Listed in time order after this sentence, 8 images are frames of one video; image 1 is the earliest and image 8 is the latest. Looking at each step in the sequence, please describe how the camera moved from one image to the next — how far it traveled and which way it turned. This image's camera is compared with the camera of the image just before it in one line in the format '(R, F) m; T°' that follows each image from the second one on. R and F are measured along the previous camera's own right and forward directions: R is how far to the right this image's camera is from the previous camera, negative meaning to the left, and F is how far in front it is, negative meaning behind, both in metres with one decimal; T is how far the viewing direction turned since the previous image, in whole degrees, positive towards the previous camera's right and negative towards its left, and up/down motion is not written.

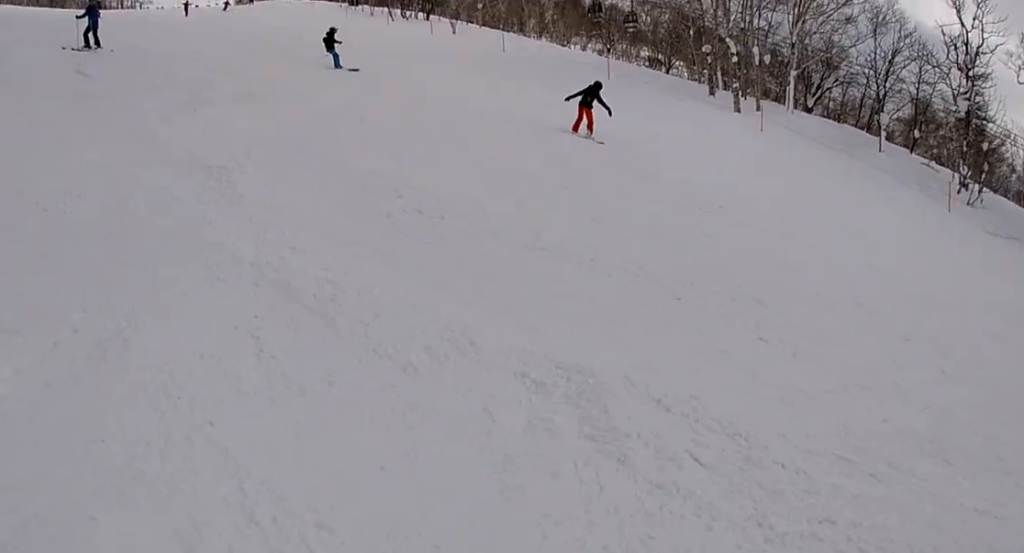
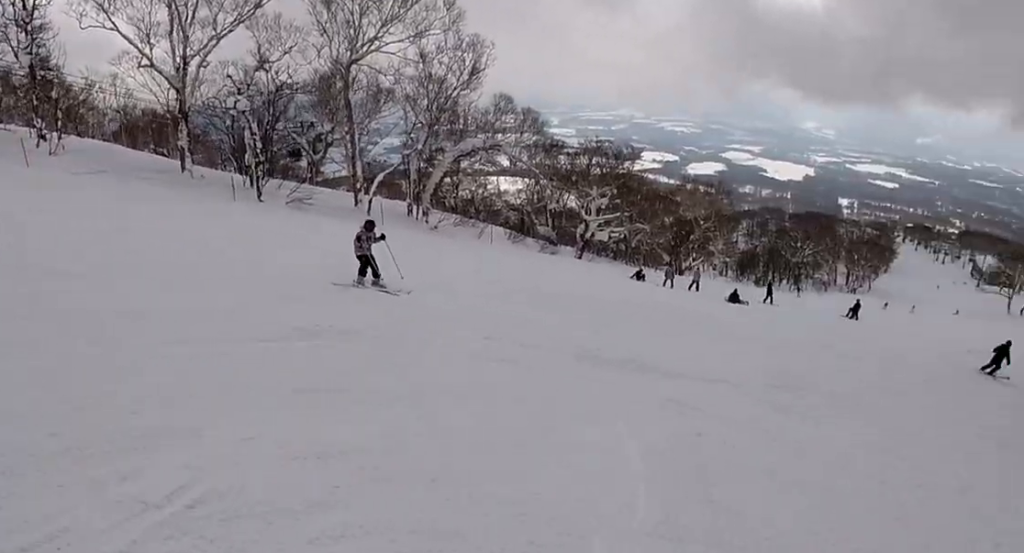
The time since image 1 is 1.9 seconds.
(+0.4, +4.1) m; +27°
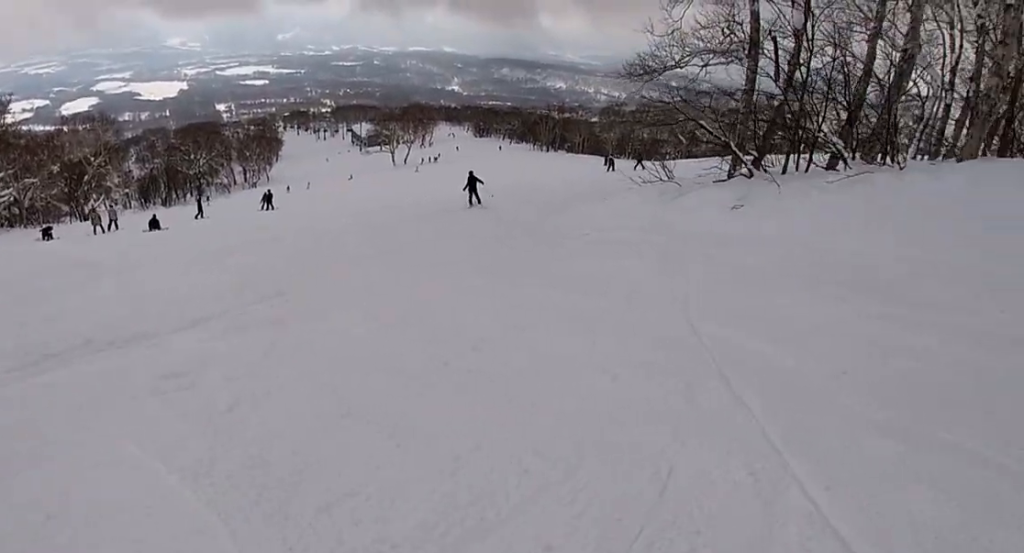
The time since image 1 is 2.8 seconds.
(+0.5, +2.4) m; +31°
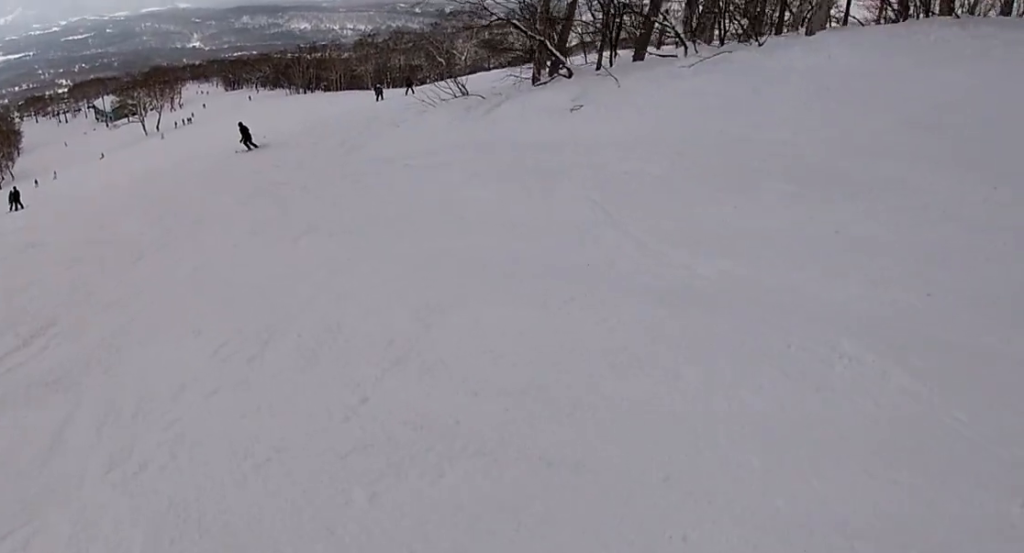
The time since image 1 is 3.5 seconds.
(+0.6, +2.2) m; +7°
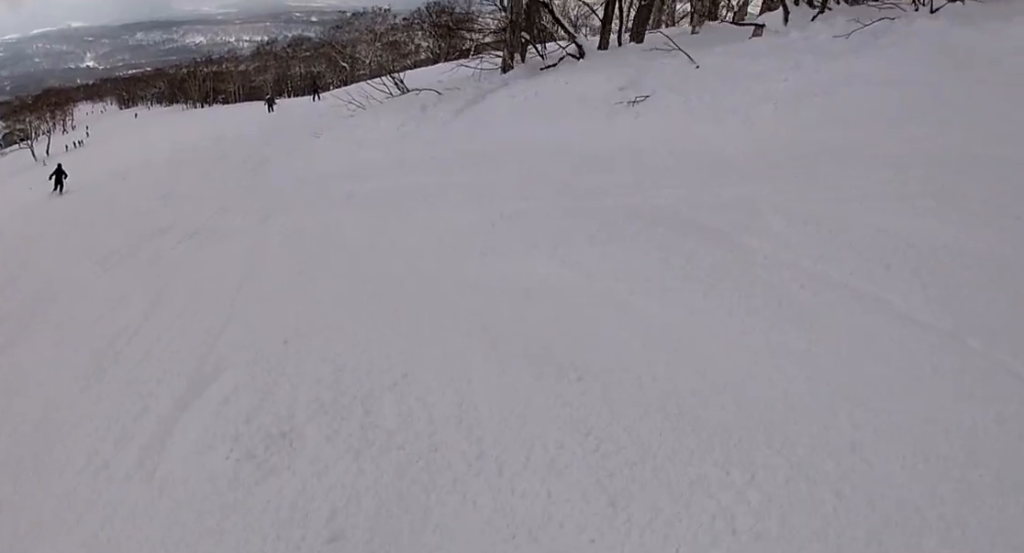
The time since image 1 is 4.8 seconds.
(-0.6, +4.8) m; -15°
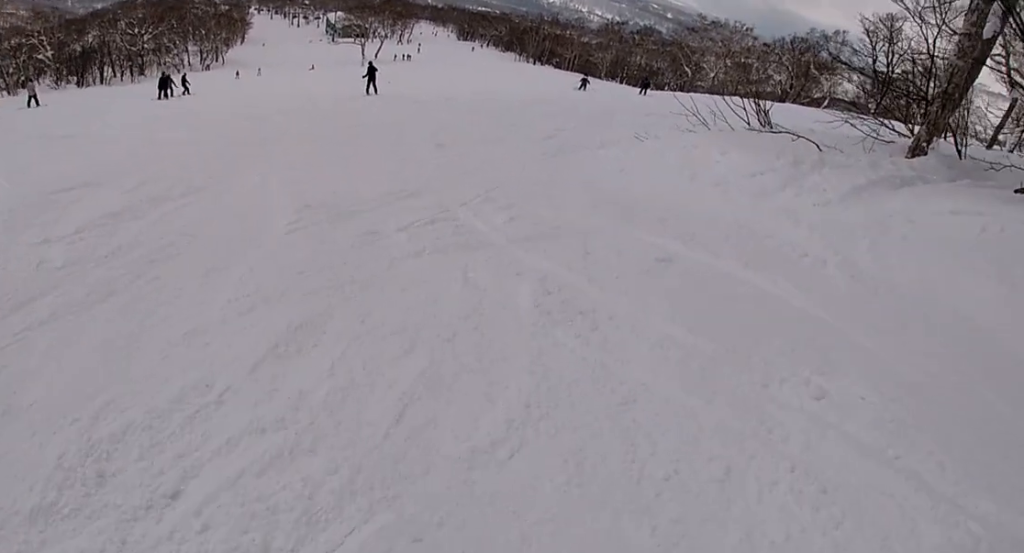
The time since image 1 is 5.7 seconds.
(-0.1, +3.8) m; -5°
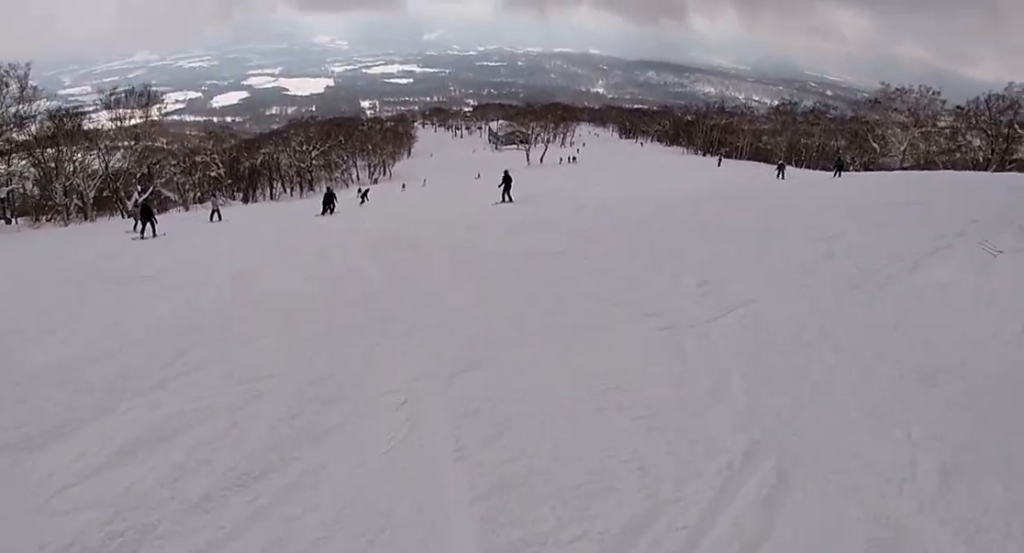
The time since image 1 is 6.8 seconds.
(-0.3, +5.8) m; -8°
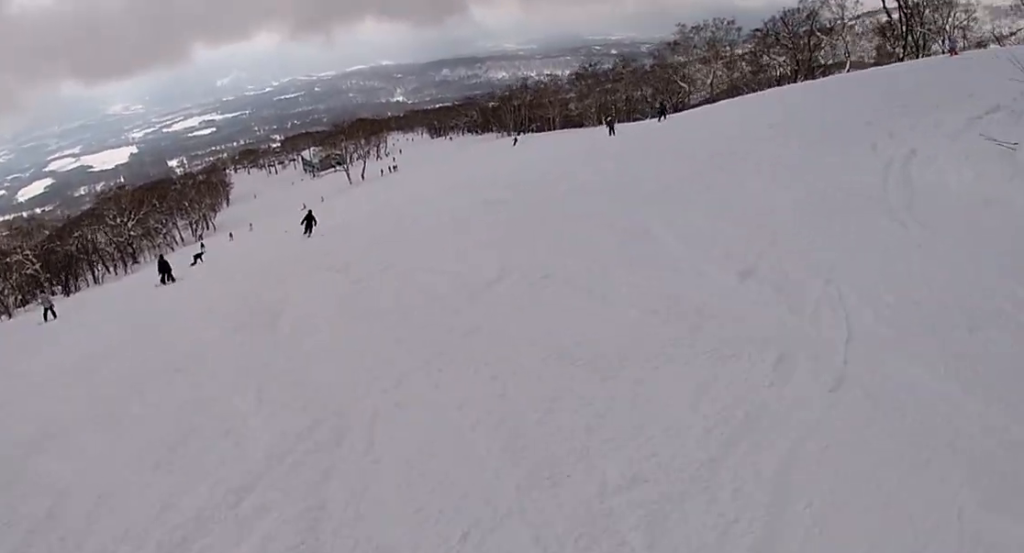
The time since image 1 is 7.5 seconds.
(-0.2, +3.5) m; +5°
